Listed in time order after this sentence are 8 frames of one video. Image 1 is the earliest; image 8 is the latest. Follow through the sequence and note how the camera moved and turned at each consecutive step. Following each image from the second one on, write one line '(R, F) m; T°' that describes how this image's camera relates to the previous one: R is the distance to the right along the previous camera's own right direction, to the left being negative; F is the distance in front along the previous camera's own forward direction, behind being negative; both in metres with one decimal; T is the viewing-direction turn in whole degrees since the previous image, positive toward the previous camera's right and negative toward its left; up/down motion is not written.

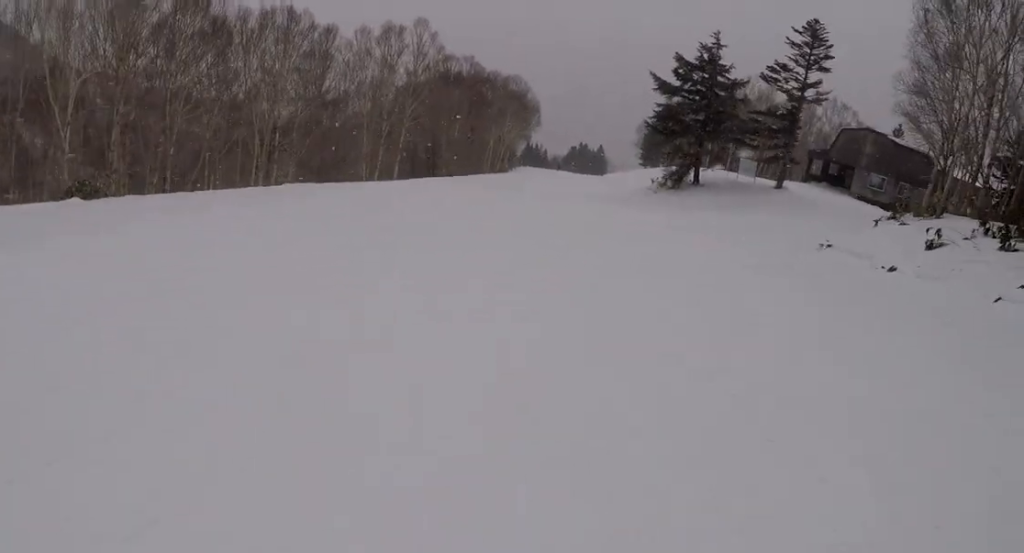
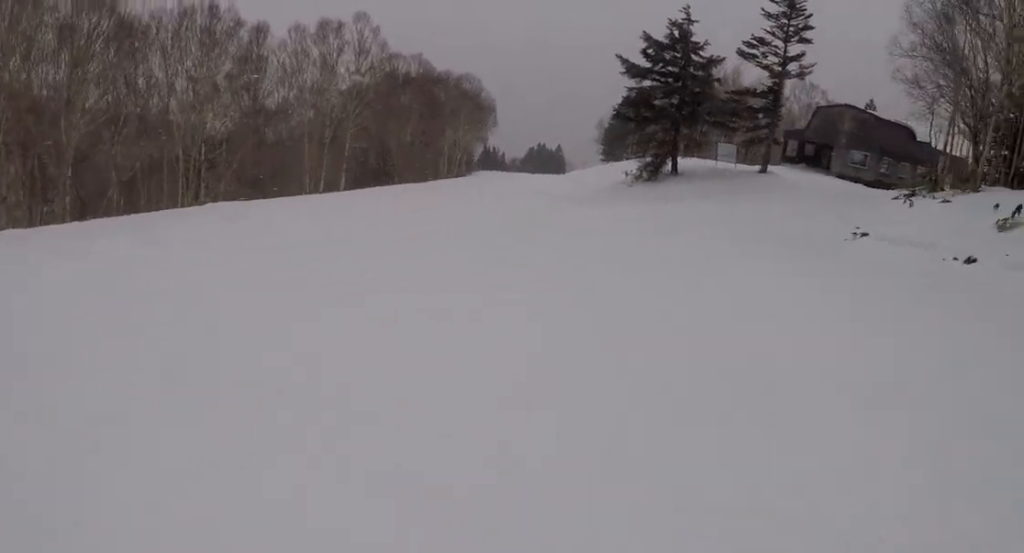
(-0.4, +5.5) m; -1°
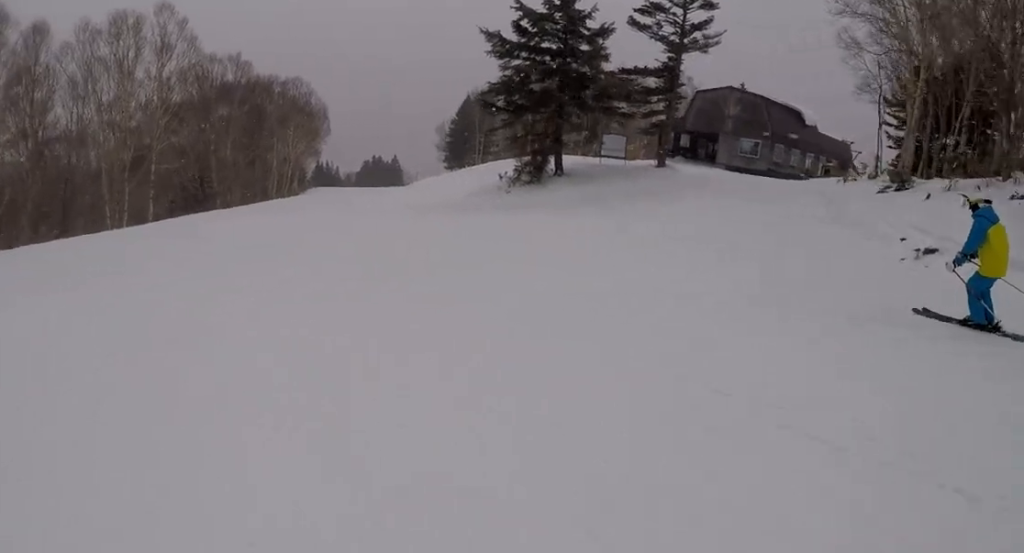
(-0.4, +8.7) m; +3°
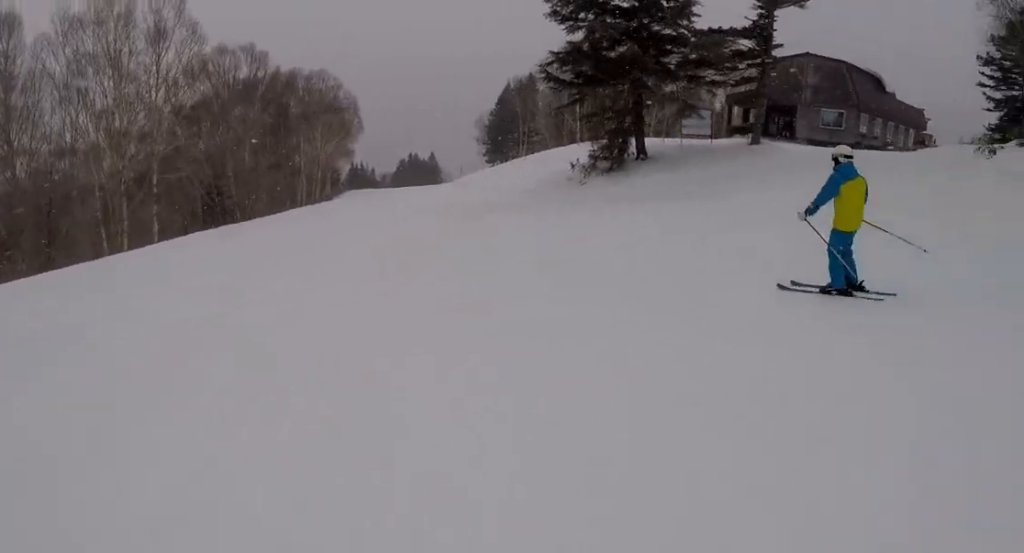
(+0.7, +6.7) m; +5°
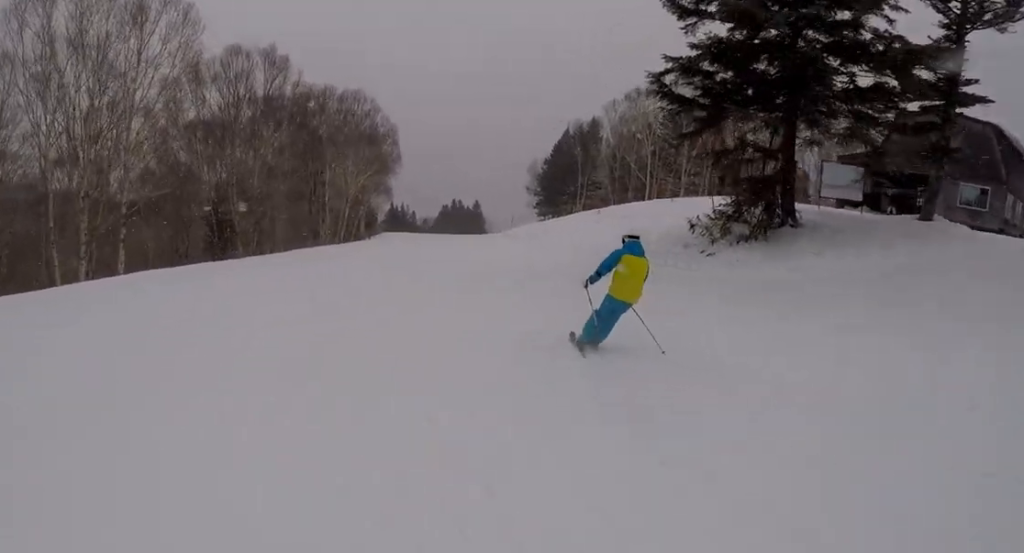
(+0.2, +9.2) m; +1°
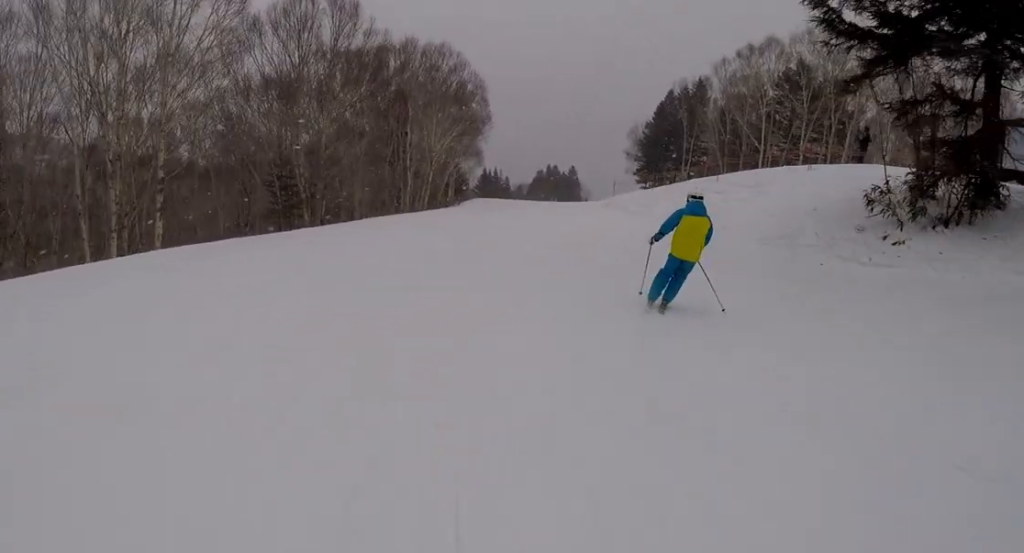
(0.0, +4.8) m; -2°
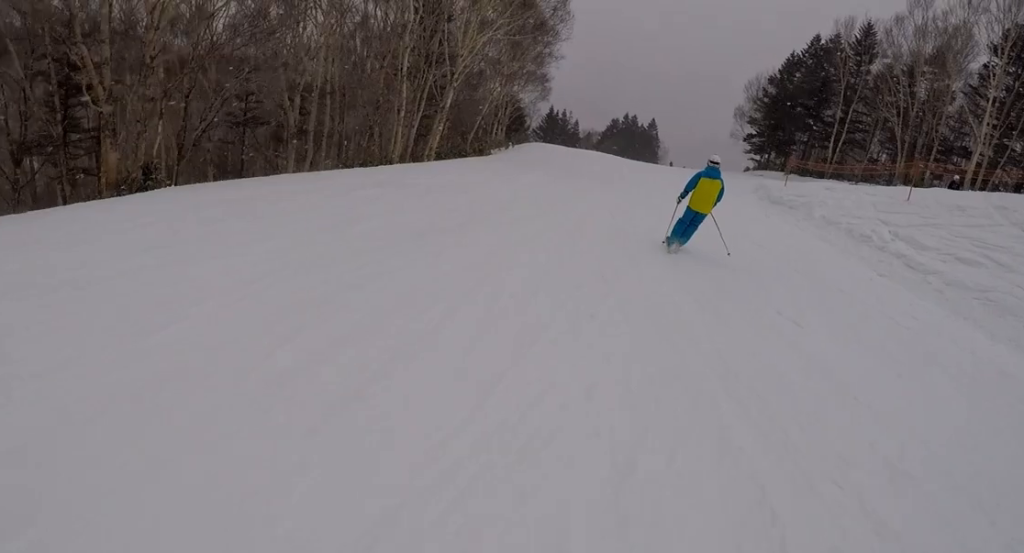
(-1.5, +21.2) m; 0°
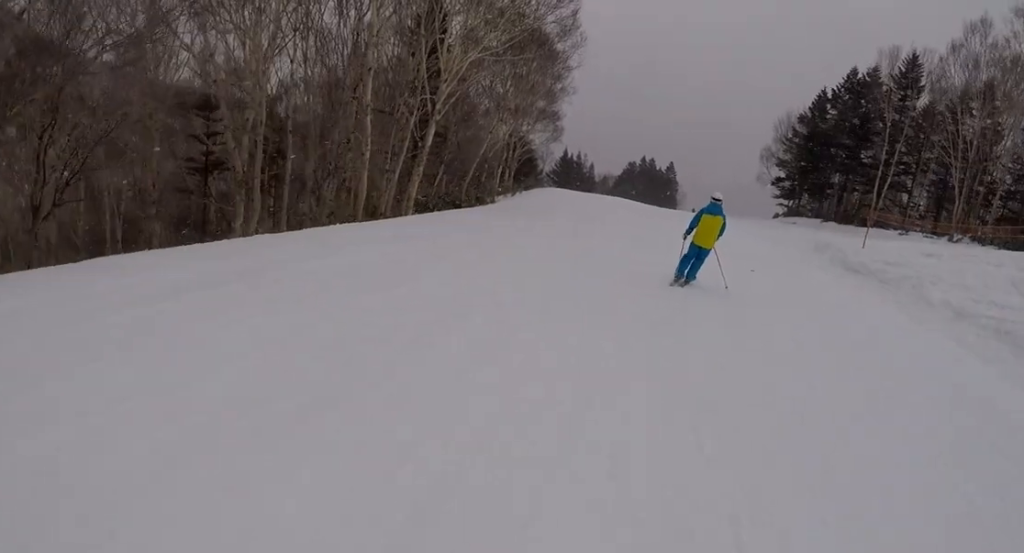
(+0.3, +5.7) m; +5°
